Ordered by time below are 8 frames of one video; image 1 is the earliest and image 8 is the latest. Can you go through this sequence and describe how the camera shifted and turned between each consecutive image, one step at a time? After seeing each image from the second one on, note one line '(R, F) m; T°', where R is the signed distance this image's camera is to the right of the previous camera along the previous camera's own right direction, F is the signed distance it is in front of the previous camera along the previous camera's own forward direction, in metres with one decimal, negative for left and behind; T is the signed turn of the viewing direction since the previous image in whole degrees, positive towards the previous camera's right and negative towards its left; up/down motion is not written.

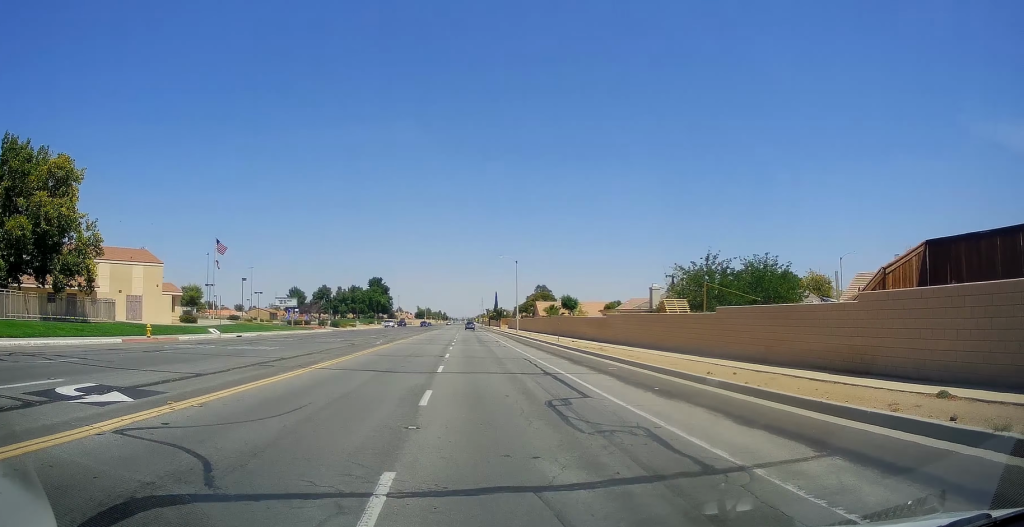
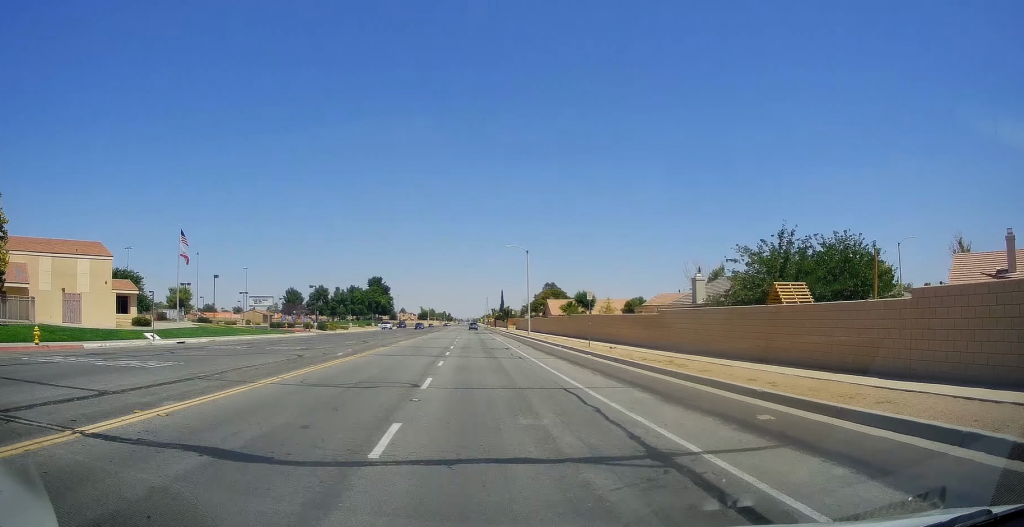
(-0.5, +10.4) m; -5°
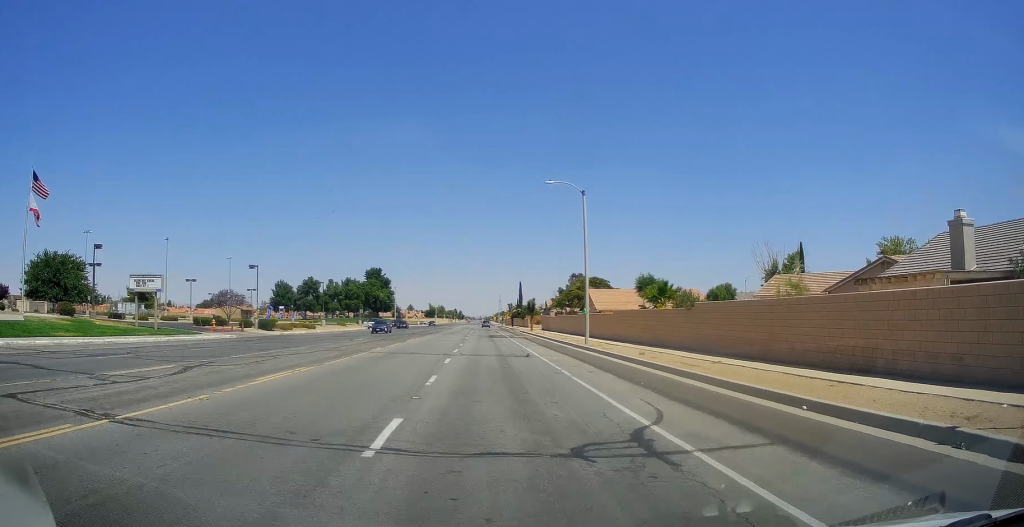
(-2.2, +27.1) m; -4°
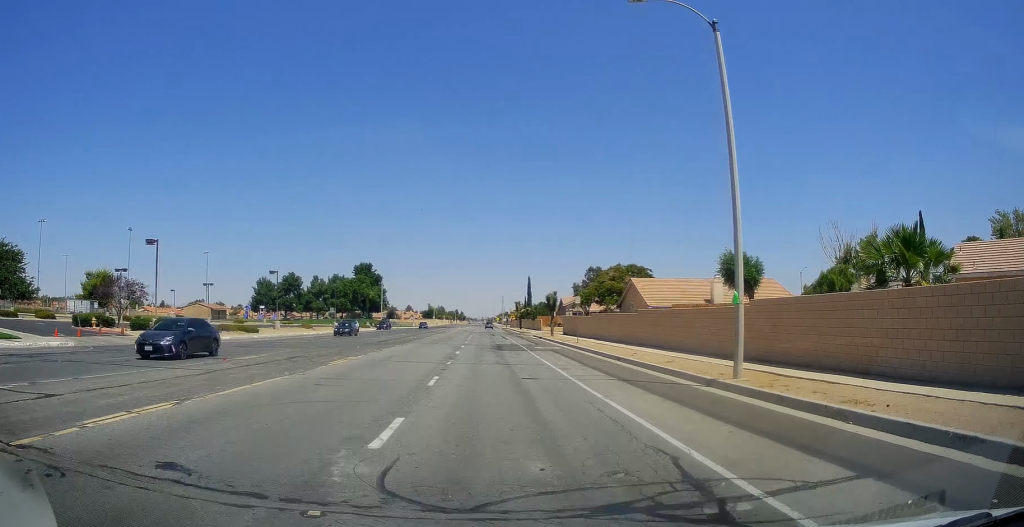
(+0.5, +21.4) m; +1°
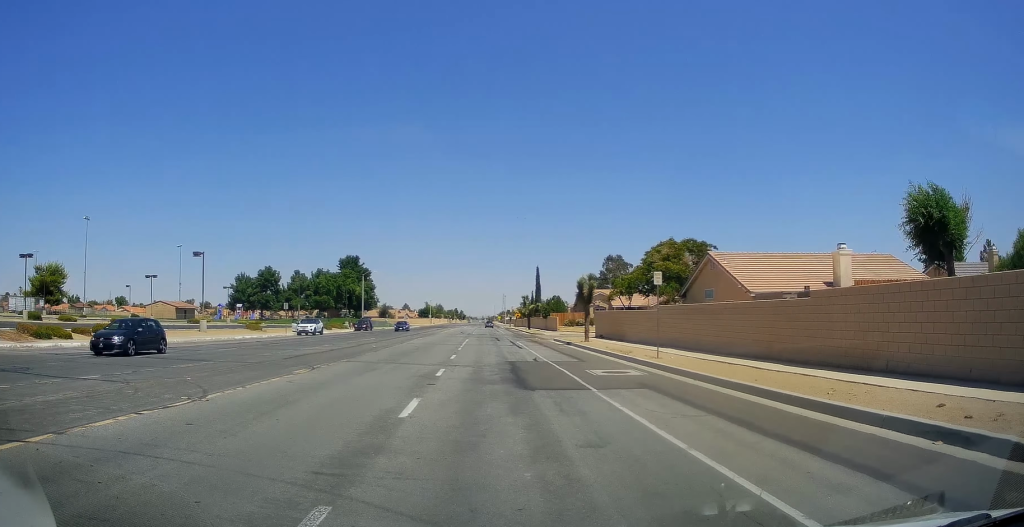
(+0.2, +18.8) m; +1°
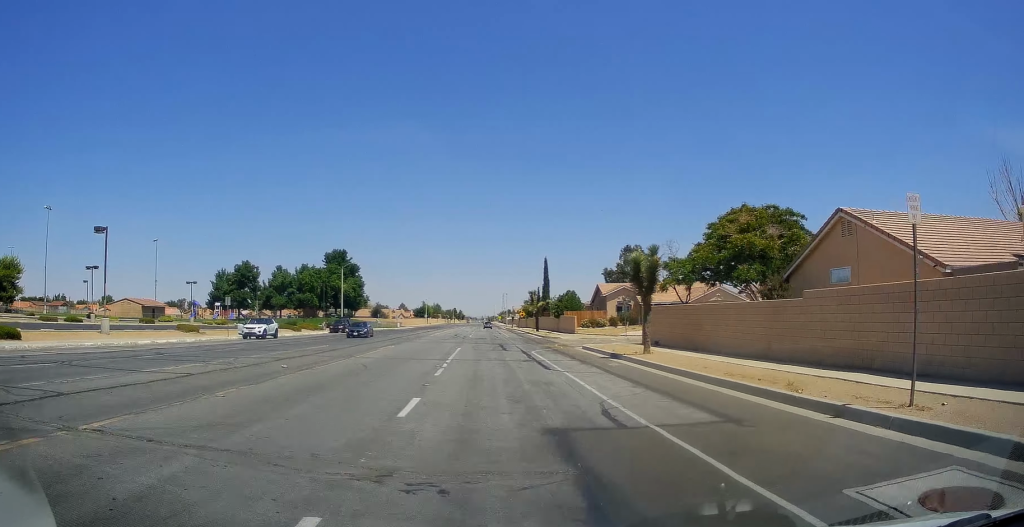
(0.0, +14.5) m; 0°
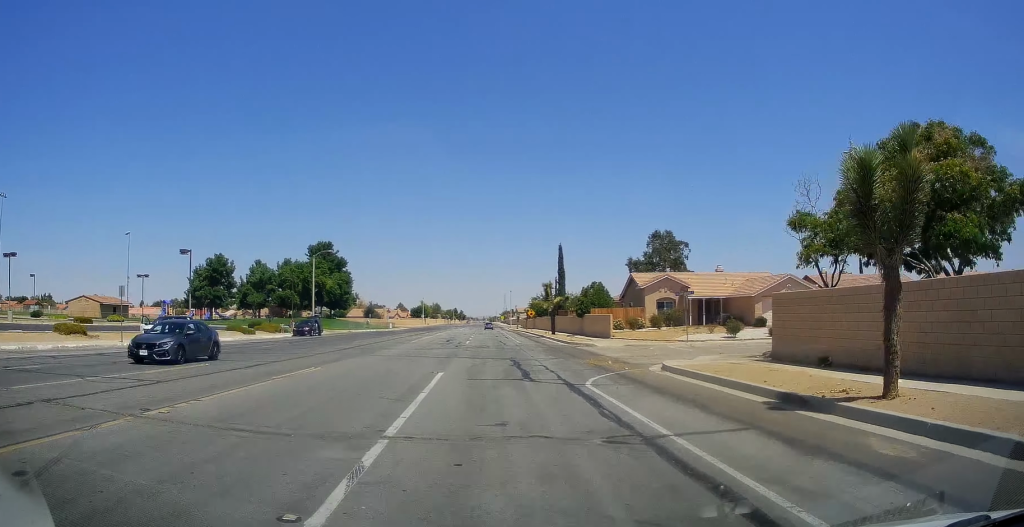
(0.0, +16.8) m; 0°
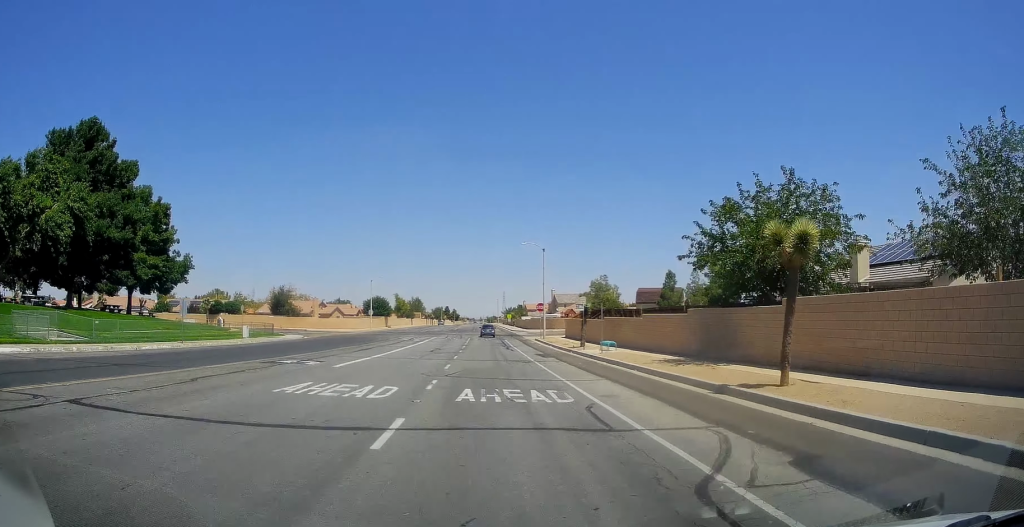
(0.0, +90.4) m; 0°
